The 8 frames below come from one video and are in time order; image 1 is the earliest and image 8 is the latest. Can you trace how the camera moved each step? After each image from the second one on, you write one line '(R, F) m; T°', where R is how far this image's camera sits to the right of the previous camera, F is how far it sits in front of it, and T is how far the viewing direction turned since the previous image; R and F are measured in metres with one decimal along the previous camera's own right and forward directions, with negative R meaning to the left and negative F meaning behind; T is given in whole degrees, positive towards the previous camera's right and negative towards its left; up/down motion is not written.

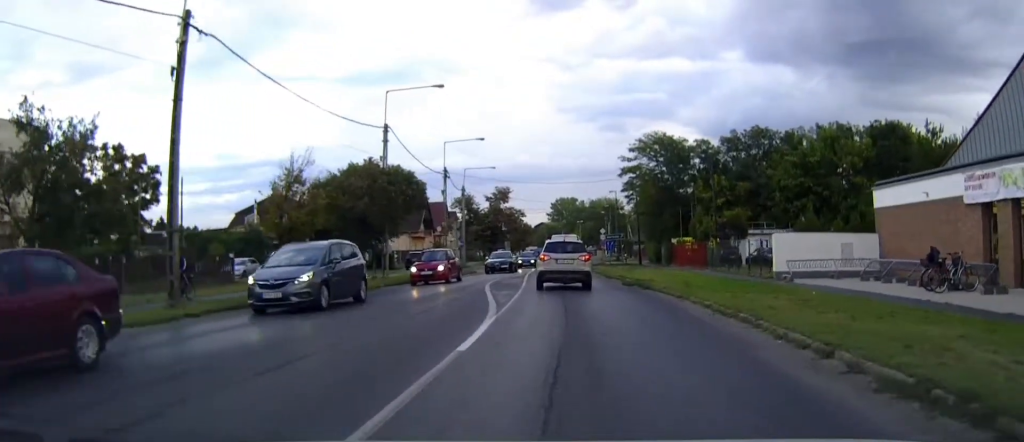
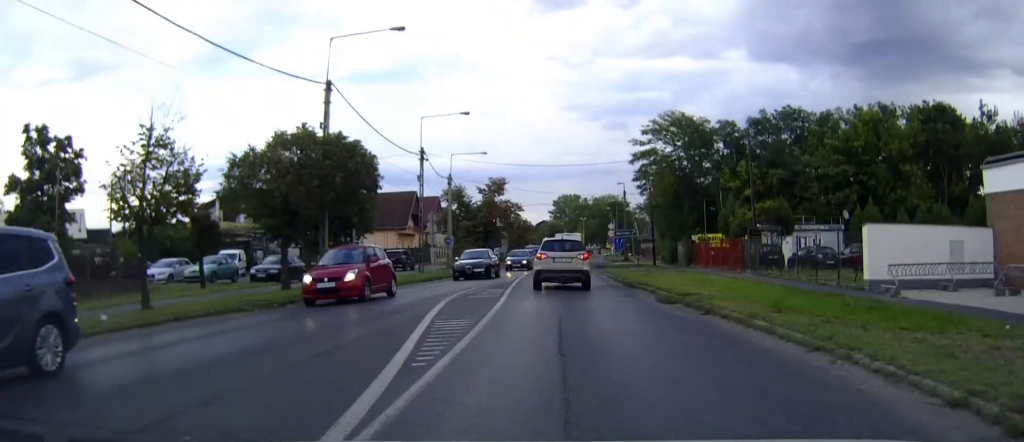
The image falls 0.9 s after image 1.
(0.0, +10.0) m; 0°
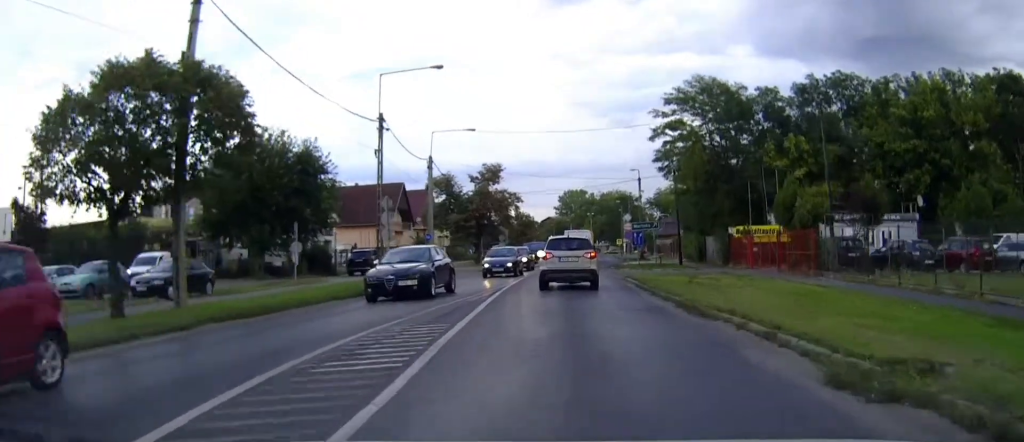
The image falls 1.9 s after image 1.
(0.0, +11.3) m; 0°
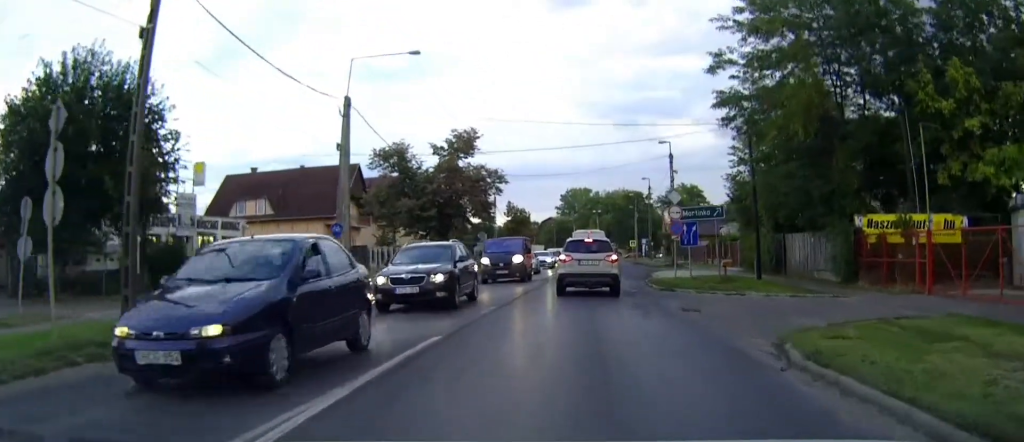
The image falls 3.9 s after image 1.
(-0.1, +21.3) m; 0°
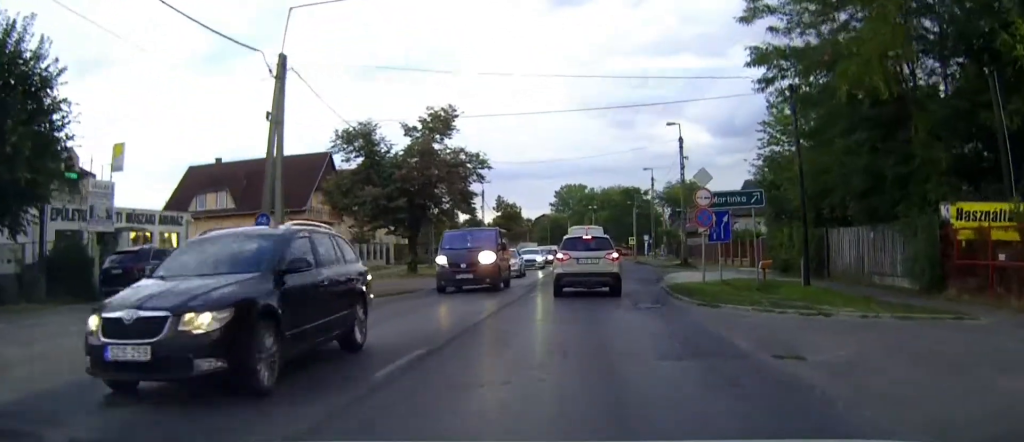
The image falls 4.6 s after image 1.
(0.0, +7.2) m; 0°
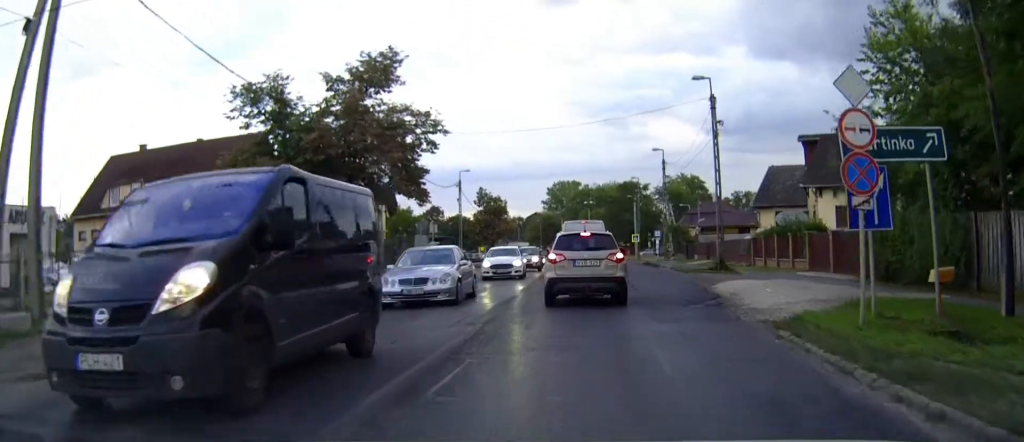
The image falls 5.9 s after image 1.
(0.0, +12.8) m; 0°
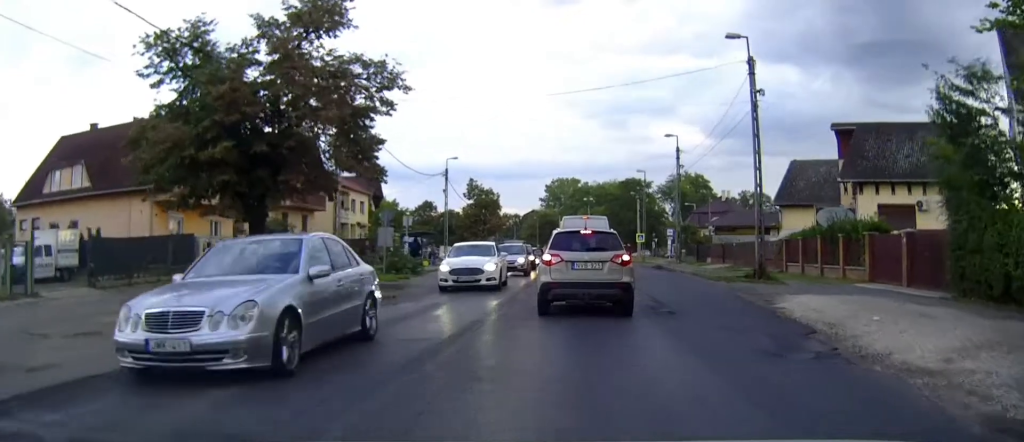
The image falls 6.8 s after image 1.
(+0.1, +7.5) m; +1°
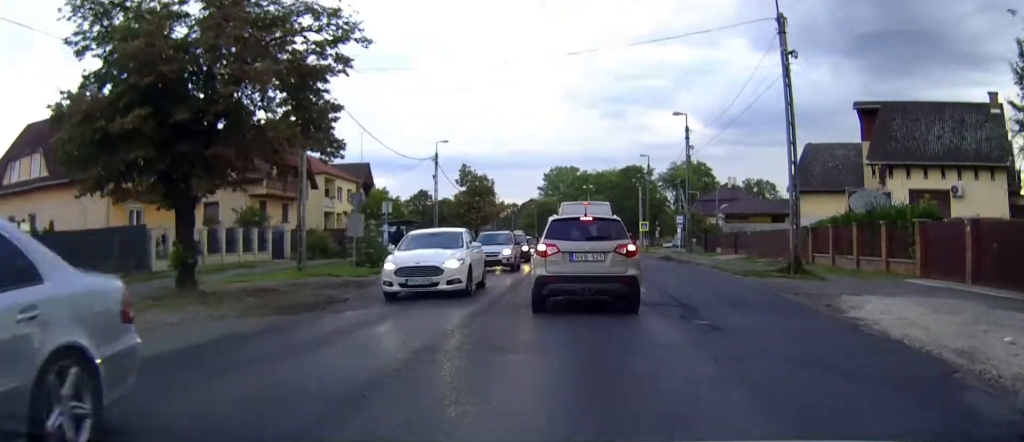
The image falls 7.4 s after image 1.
(0.0, +4.4) m; 0°
